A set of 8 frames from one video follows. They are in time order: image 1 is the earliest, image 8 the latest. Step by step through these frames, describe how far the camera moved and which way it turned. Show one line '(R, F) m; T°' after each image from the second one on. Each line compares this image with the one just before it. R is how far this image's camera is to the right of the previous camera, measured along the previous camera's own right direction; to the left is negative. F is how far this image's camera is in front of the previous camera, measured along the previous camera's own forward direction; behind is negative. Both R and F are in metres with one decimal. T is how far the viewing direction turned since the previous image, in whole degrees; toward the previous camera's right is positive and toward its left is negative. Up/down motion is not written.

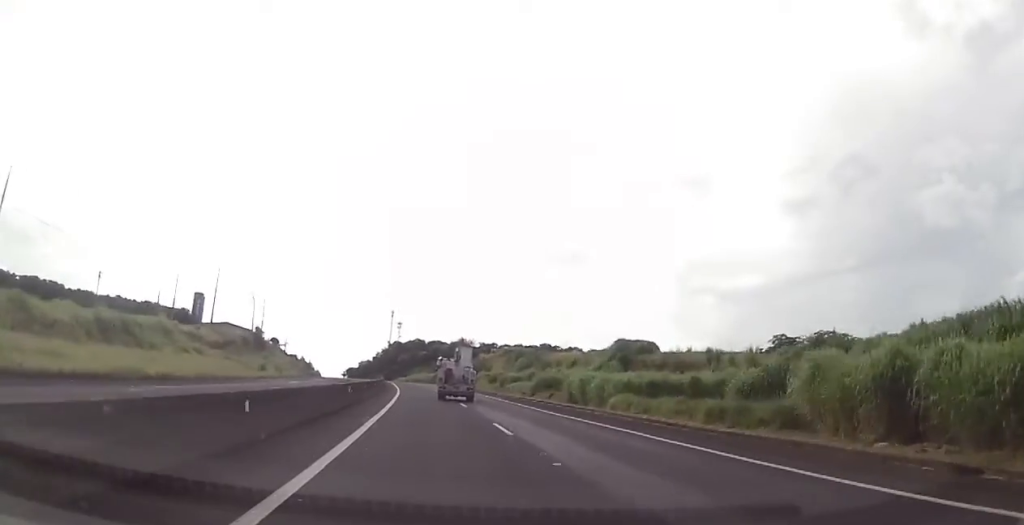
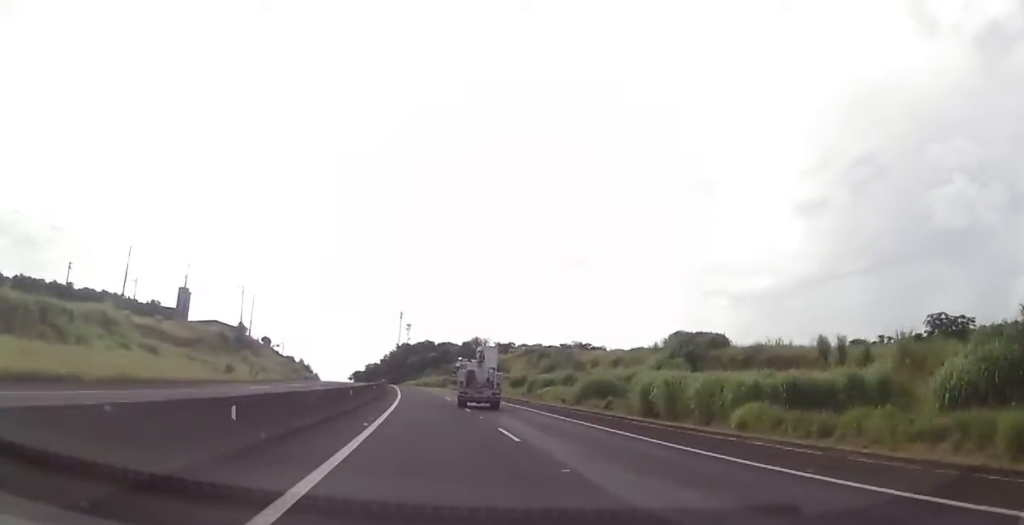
(-0.1, +17.5) m; -1°
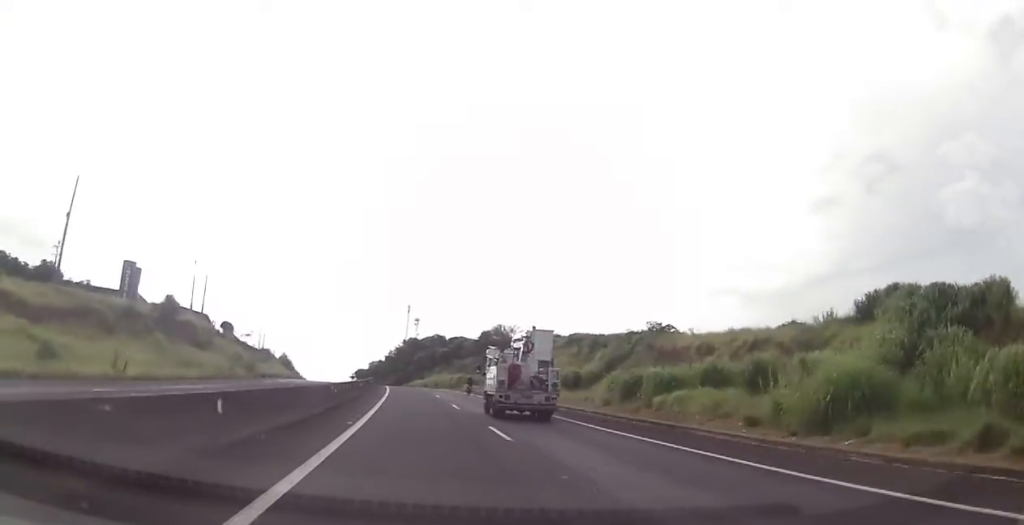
(-1.0, +33.5) m; -2°
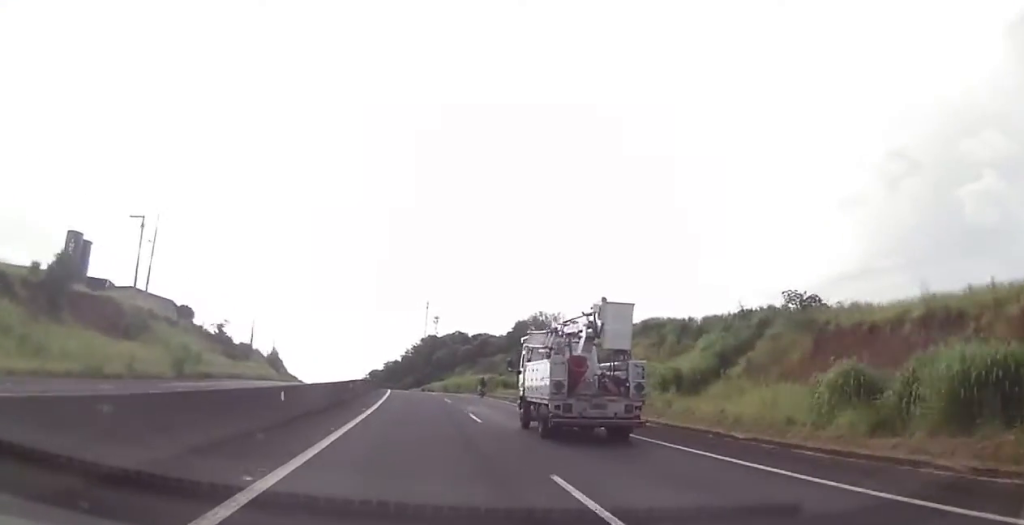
(0.0, +26.4) m; 0°
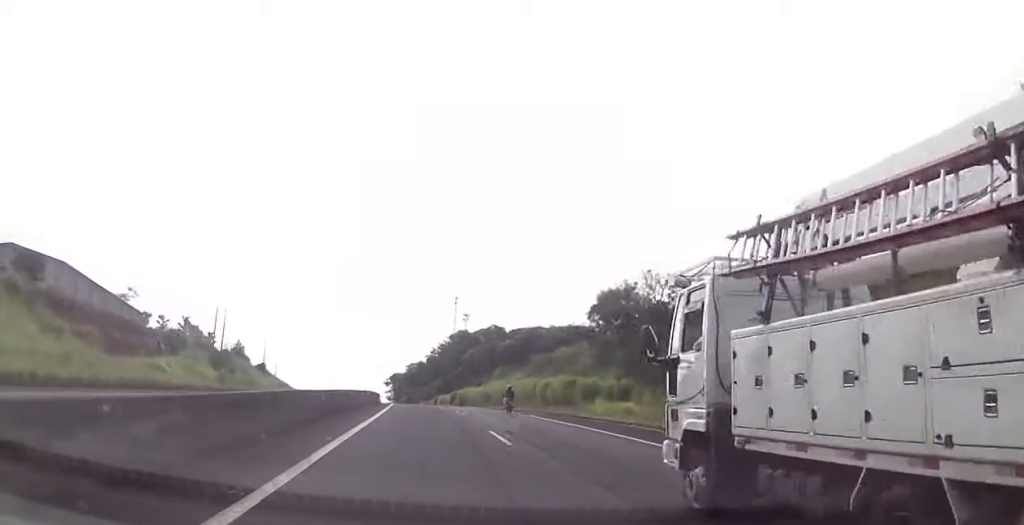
(-0.2, +39.1) m; -3°
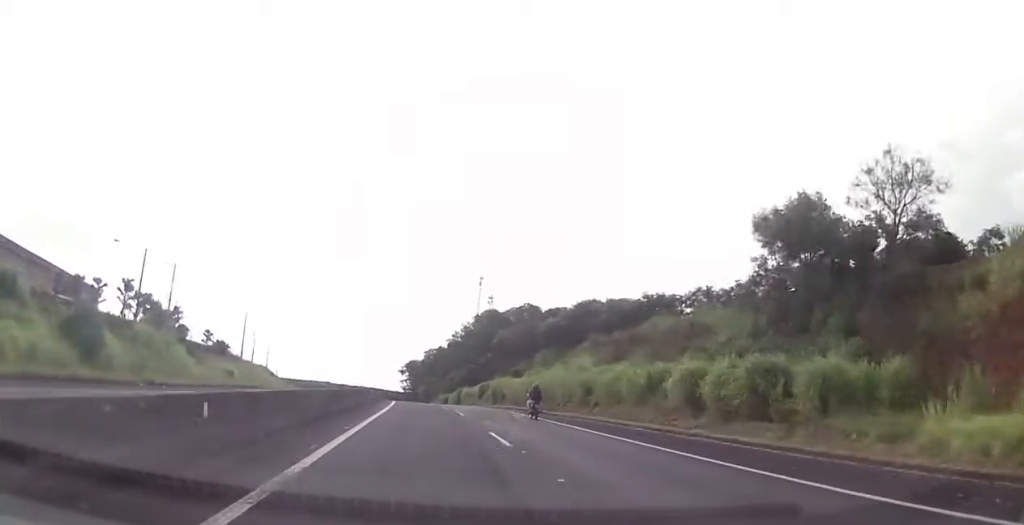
(-1.3, +32.2) m; -2°
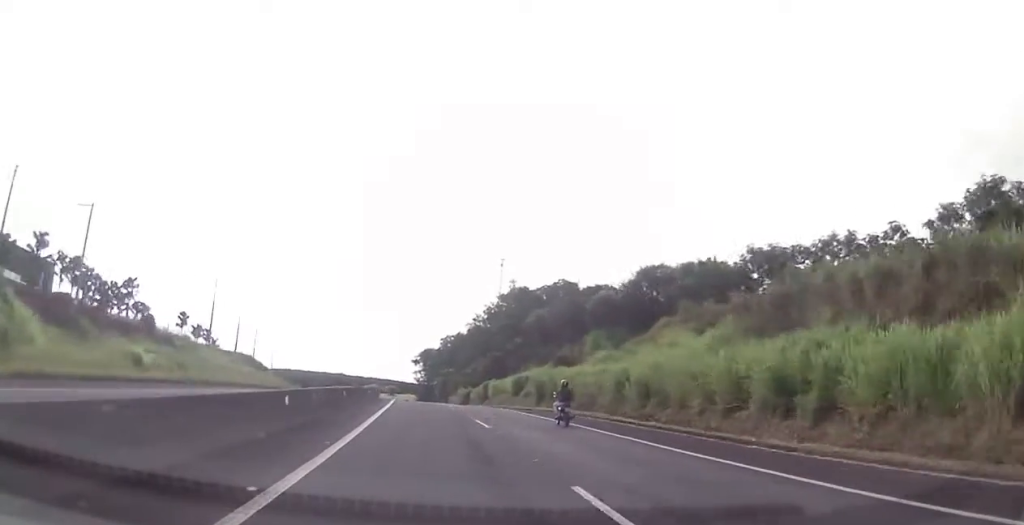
(-0.1, +26.3) m; 0°
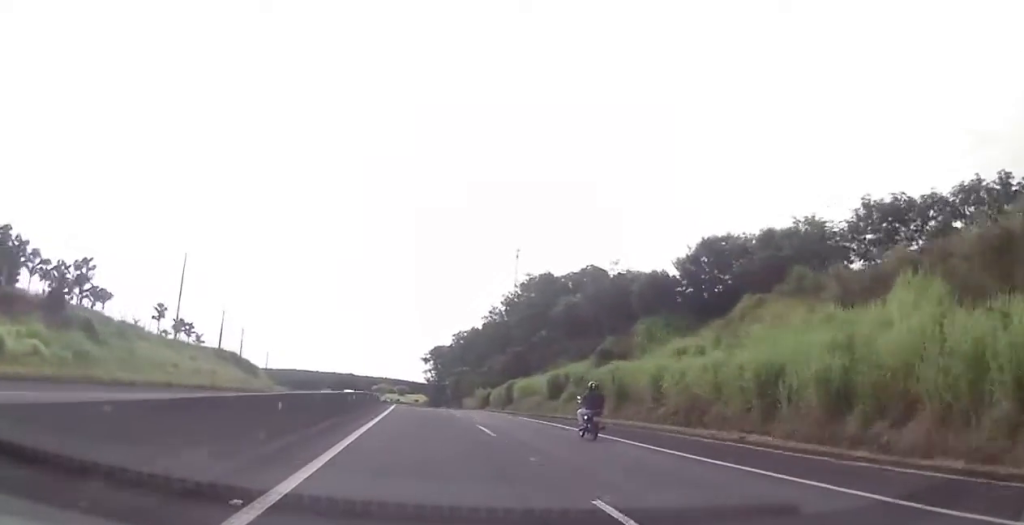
(+0.1, +16.1) m; 0°
